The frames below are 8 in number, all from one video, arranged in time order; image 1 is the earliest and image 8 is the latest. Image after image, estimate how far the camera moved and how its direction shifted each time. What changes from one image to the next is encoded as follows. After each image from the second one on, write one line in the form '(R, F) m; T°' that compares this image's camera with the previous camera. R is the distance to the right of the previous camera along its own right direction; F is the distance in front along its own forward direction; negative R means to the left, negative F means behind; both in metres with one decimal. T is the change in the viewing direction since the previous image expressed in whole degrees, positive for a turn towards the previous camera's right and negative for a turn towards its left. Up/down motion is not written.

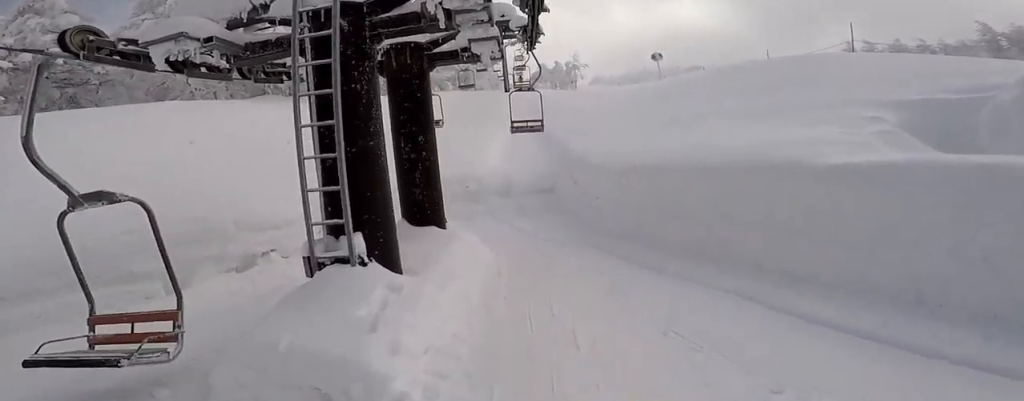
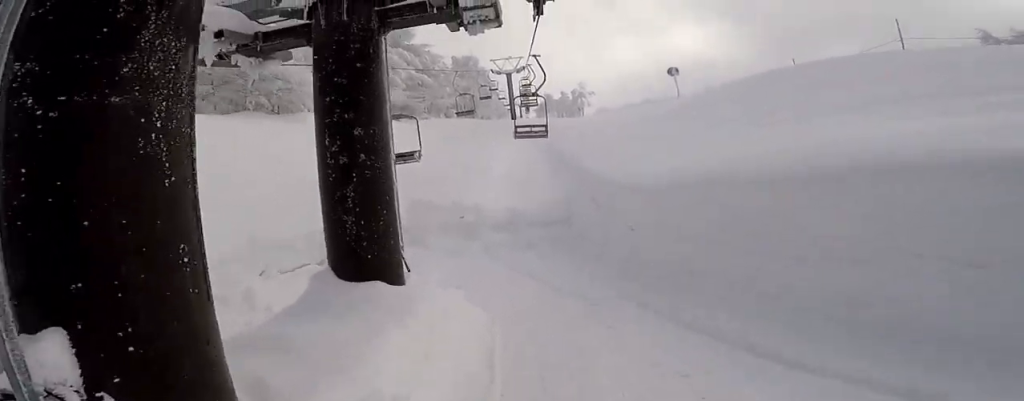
(0.0, +2.1) m; 0°
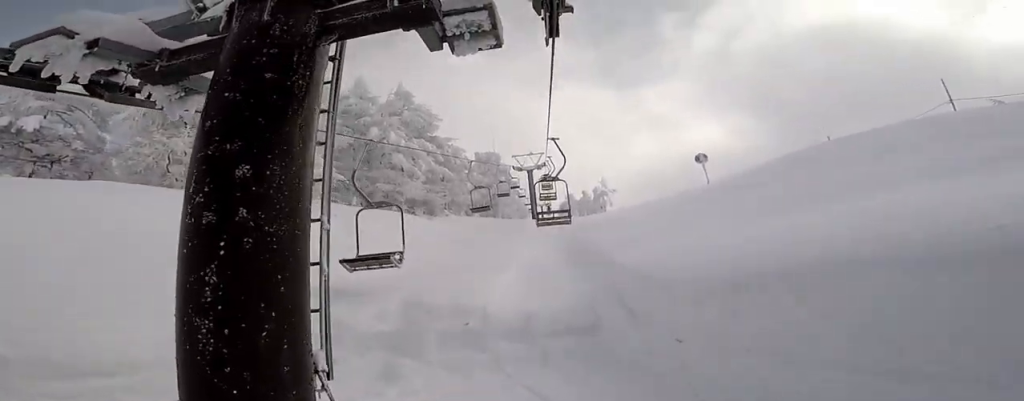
(0.0, +1.1) m; 0°
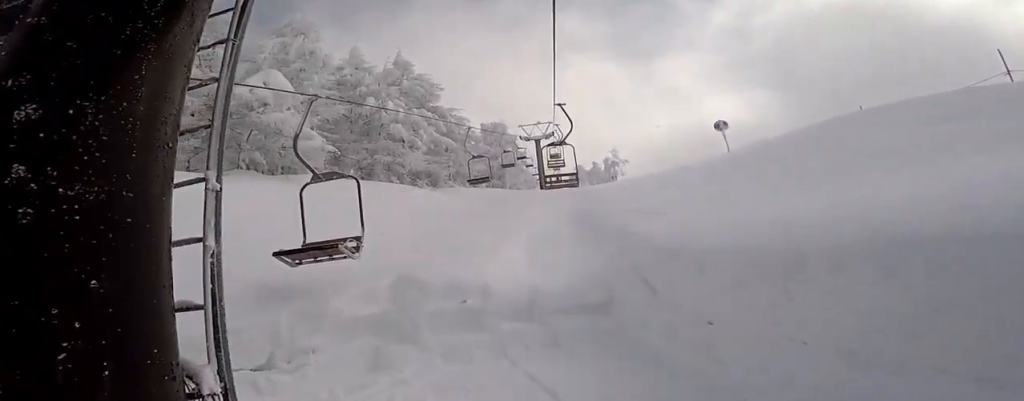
(0.0, +1.1) m; 0°
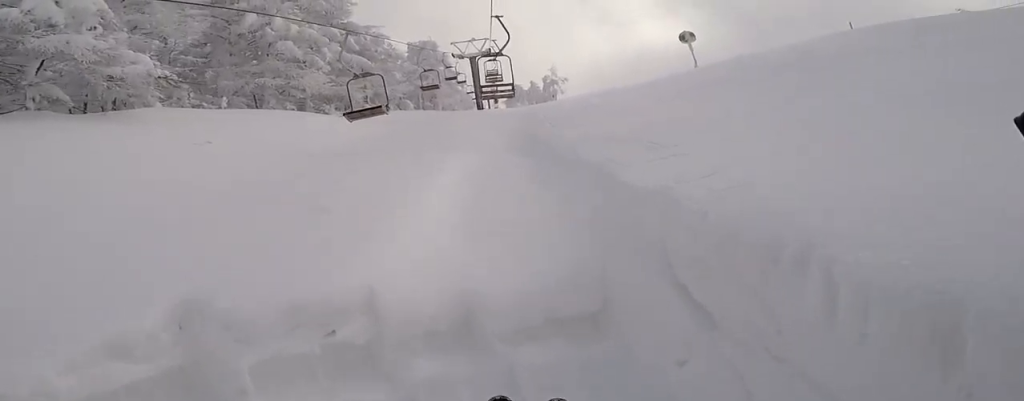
(0.0, +3.4) m; 0°
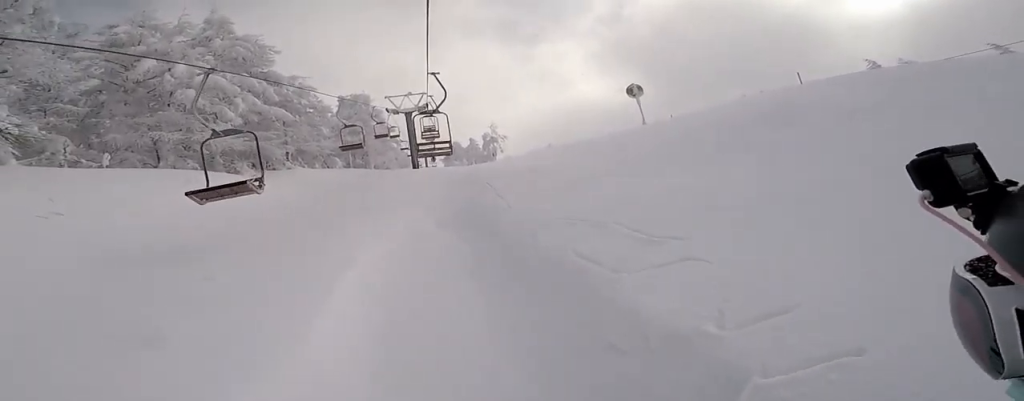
(0.0, +2.0) m; 0°
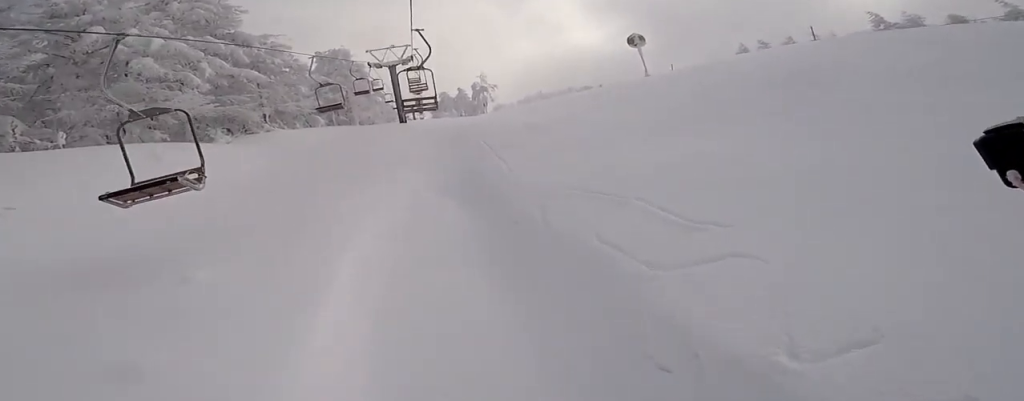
(0.0, +1.1) m; 0°
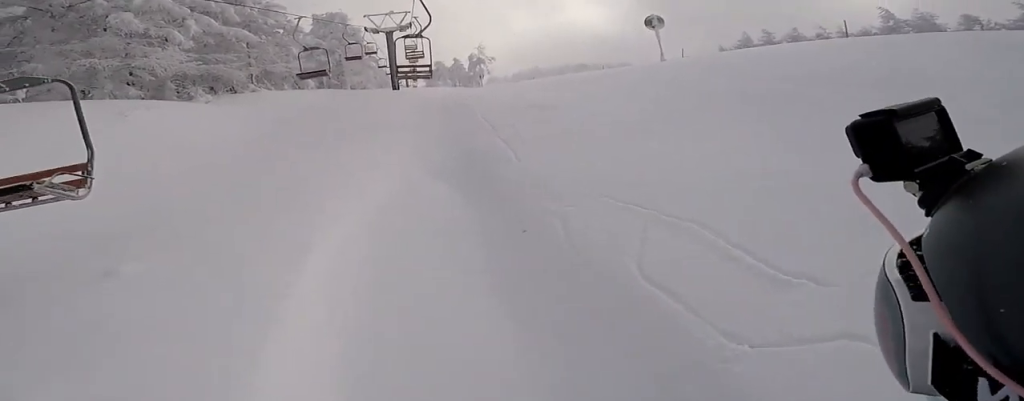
(0.0, +1.3) m; 0°
